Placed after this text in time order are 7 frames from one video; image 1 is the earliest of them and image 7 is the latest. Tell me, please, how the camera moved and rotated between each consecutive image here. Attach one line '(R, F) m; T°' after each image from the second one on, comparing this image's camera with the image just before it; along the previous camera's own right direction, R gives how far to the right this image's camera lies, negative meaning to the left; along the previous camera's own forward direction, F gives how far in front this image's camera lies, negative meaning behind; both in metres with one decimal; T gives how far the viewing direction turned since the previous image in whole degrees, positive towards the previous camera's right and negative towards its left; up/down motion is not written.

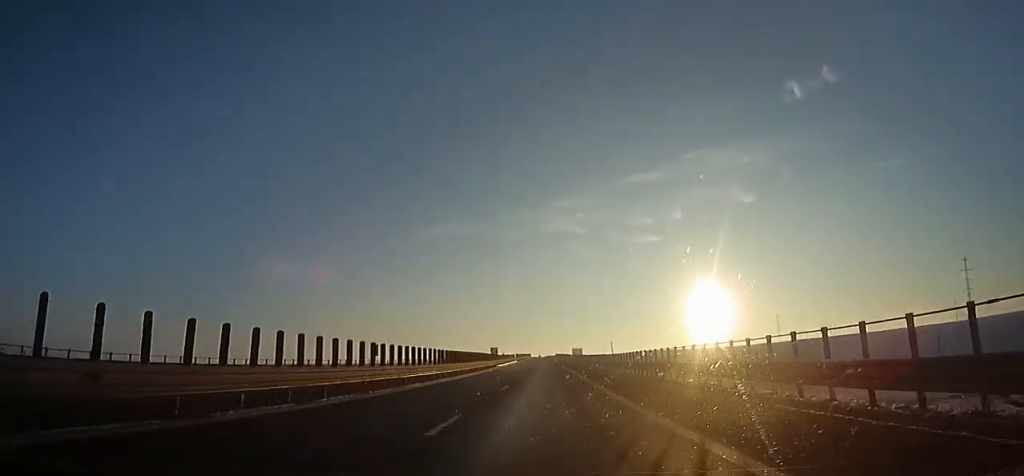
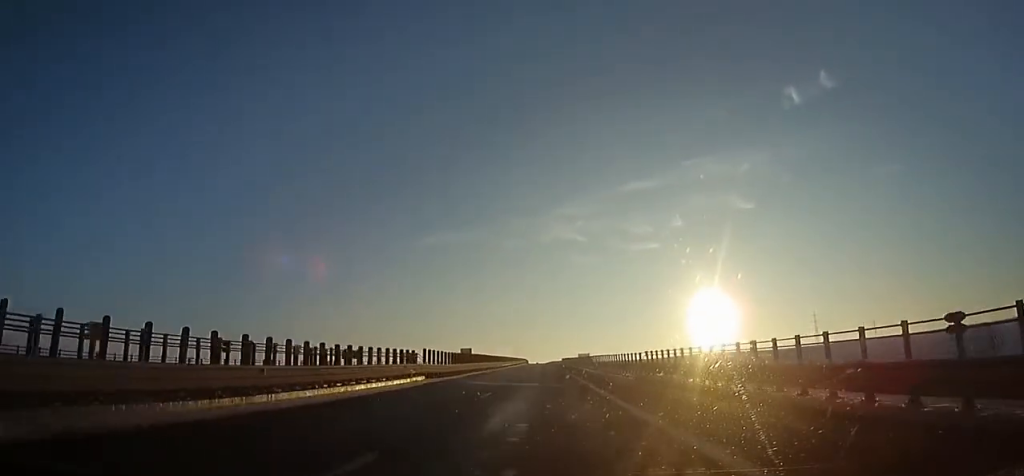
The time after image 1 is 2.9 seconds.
(-0.2, +88.7) m; 0°
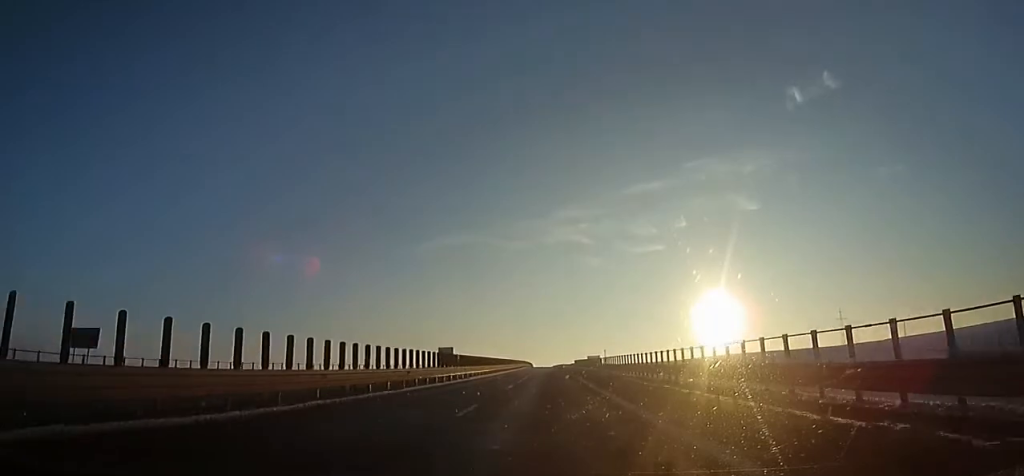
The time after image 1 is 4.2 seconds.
(-0.1, +40.1) m; 0°
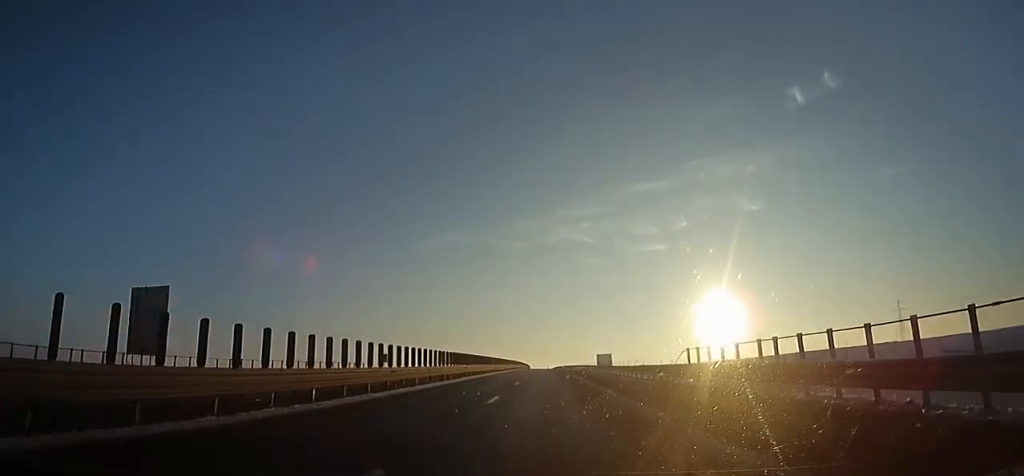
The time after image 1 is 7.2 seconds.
(-0.3, +93.0) m; -1°
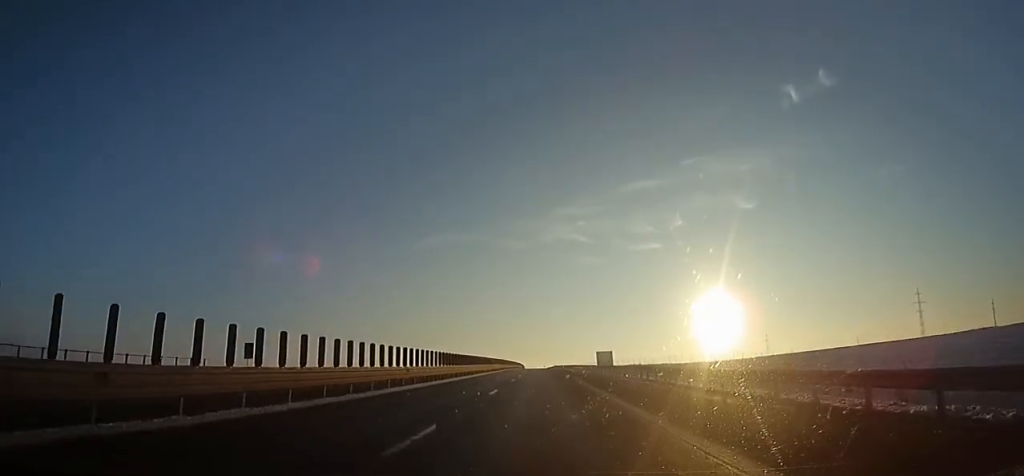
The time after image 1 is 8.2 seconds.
(-0.2, +32.3) m; 0°
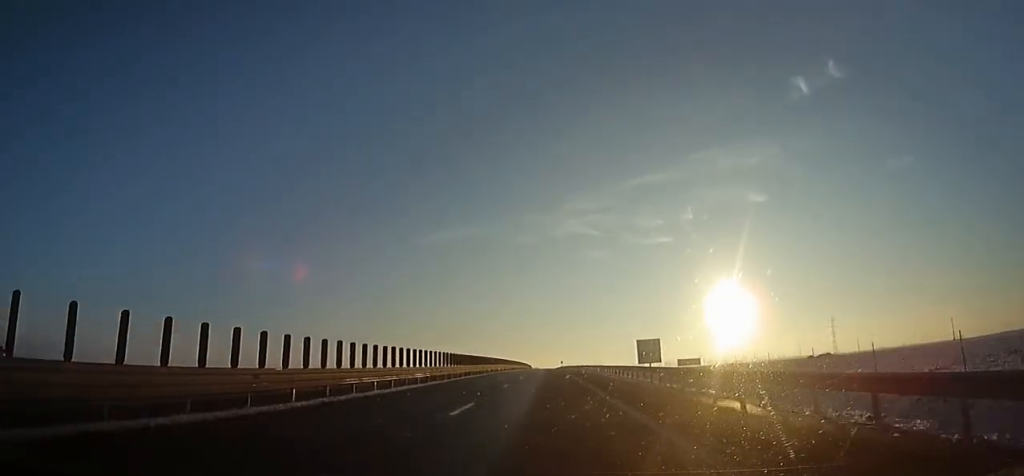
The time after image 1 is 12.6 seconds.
(-0.3, +139.6) m; -1°
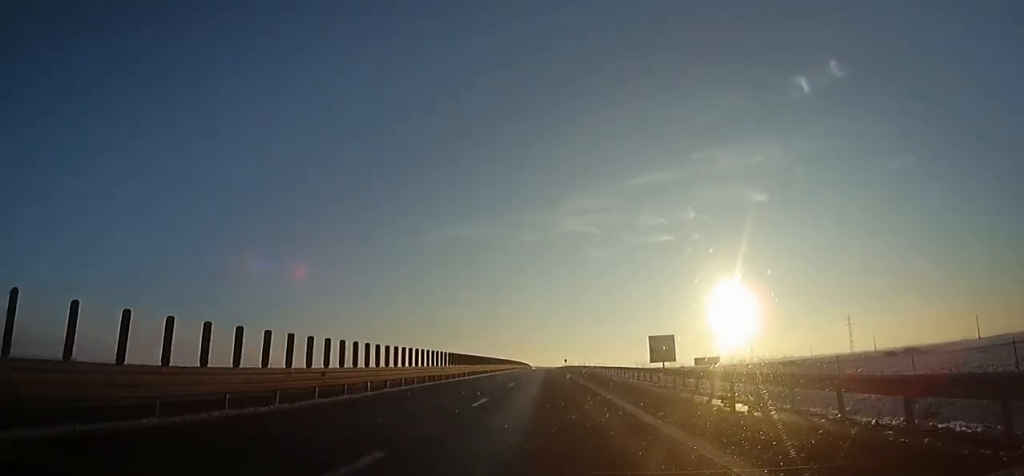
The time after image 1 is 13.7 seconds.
(-0.6, +32.5) m; 0°
